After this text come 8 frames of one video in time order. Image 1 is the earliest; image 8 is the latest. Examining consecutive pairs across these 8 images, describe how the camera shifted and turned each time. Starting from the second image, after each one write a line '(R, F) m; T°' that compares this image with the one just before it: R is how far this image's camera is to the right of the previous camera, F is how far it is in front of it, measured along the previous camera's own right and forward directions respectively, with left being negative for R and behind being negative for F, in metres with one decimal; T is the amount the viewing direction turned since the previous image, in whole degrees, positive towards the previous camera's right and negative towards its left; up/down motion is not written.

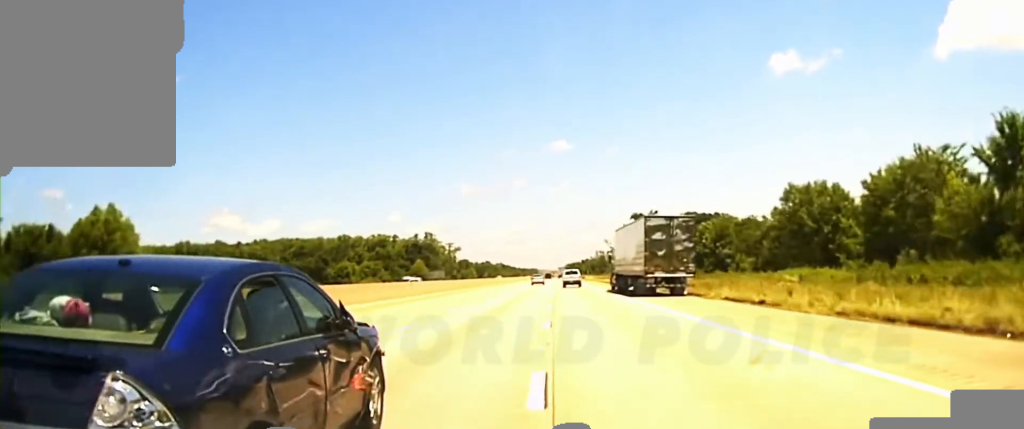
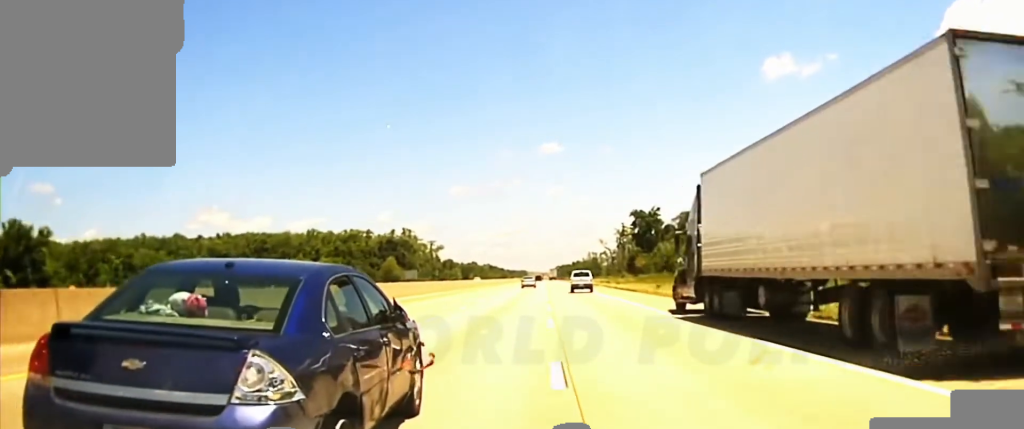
(0.0, +39.0) m; 0°
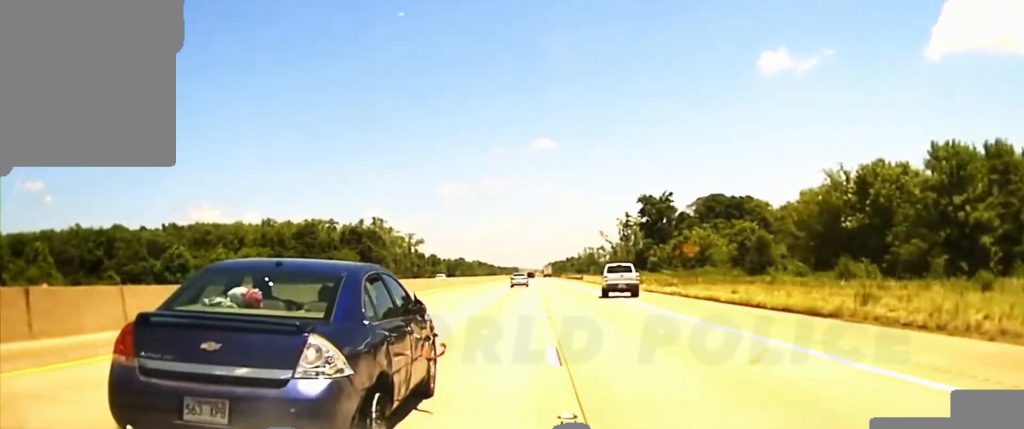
(+0.1, +48.6) m; 0°
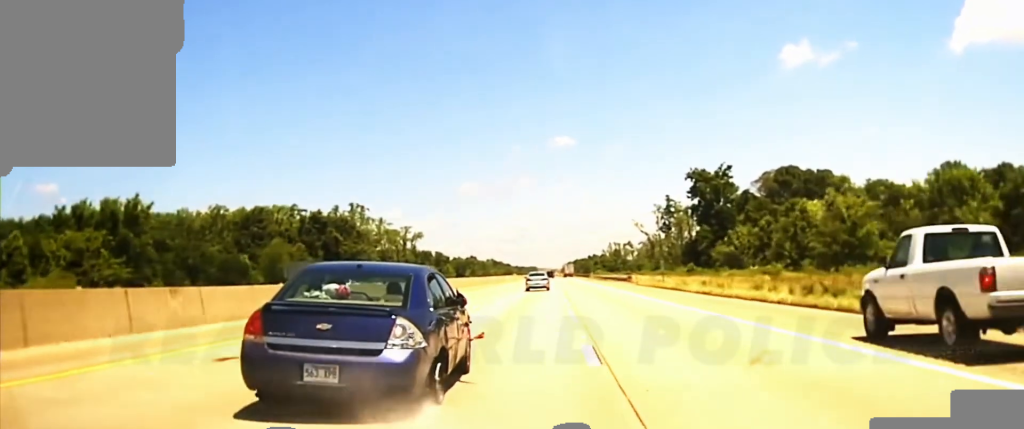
(-0.4, +55.9) m; -1°
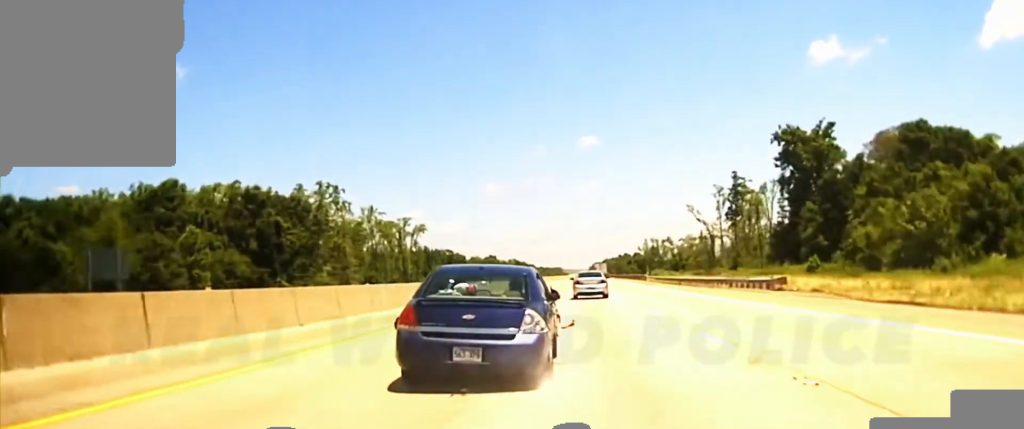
(-0.6, +45.8) m; -1°
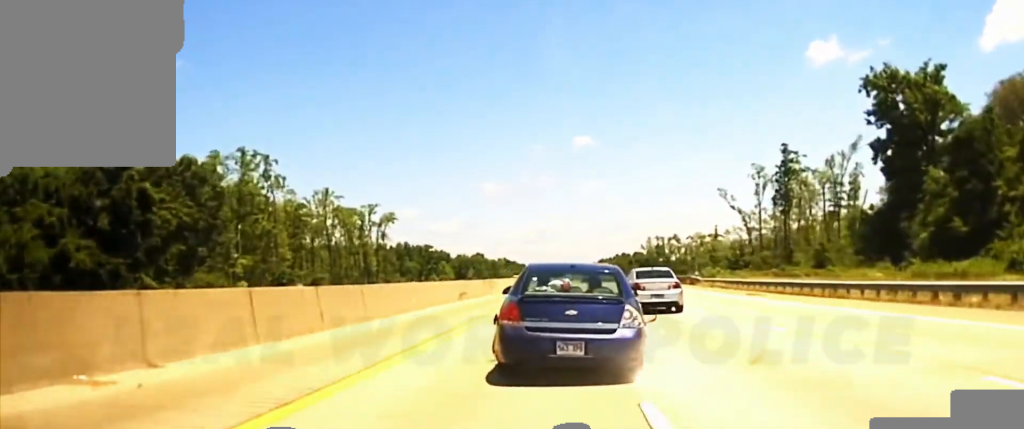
(0.0, +37.1) m; +1°
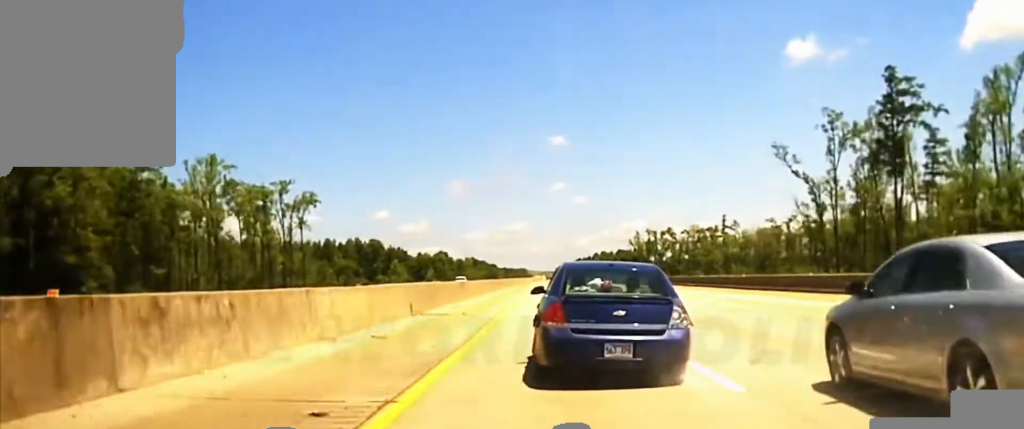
(+0.8, +57.1) m; +1°
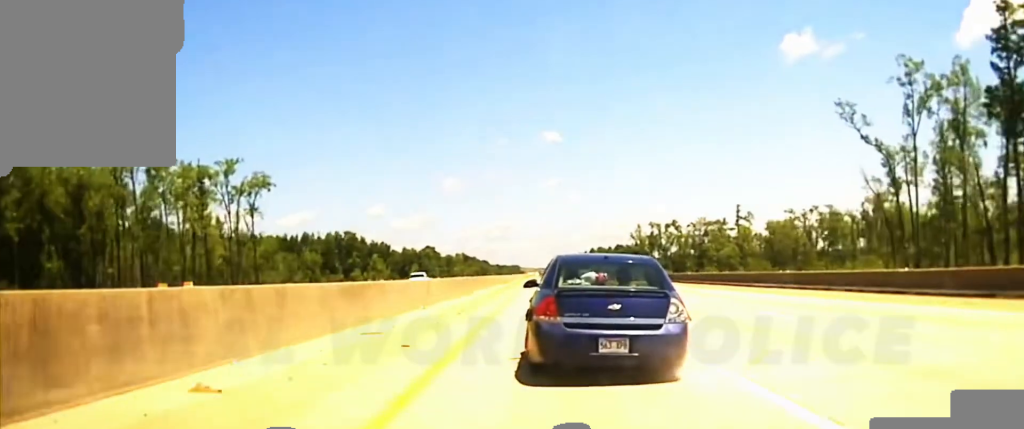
(+0.2, +34.3) m; 0°
